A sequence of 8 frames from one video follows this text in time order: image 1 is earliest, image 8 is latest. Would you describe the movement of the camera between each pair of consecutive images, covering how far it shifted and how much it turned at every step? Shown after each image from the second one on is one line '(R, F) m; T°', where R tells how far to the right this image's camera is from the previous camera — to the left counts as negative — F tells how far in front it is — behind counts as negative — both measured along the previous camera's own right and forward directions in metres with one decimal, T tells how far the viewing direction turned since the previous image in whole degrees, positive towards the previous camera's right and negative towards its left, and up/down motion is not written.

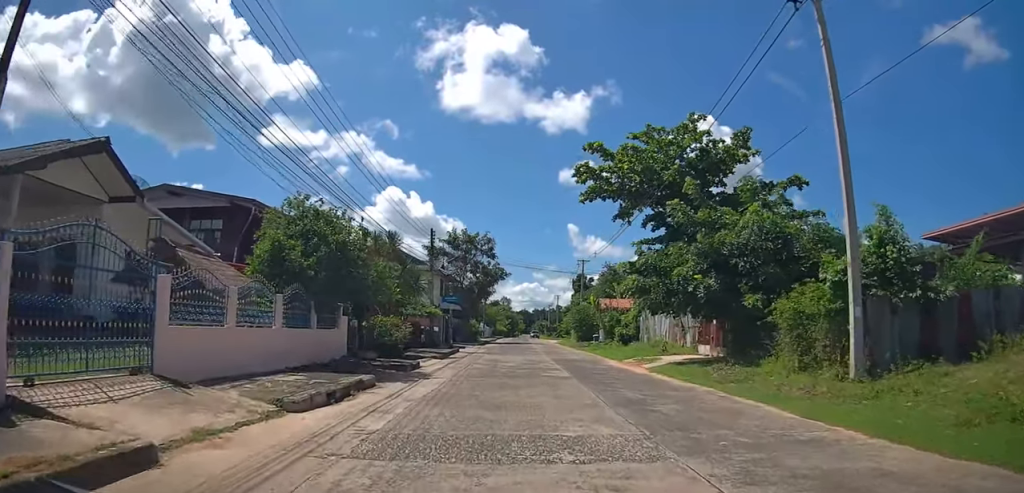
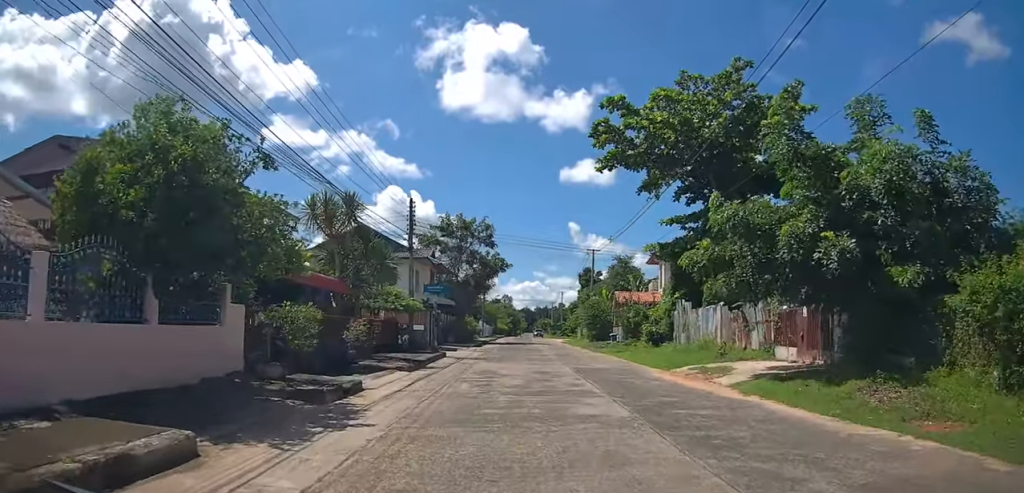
(-0.2, +7.9) m; -1°
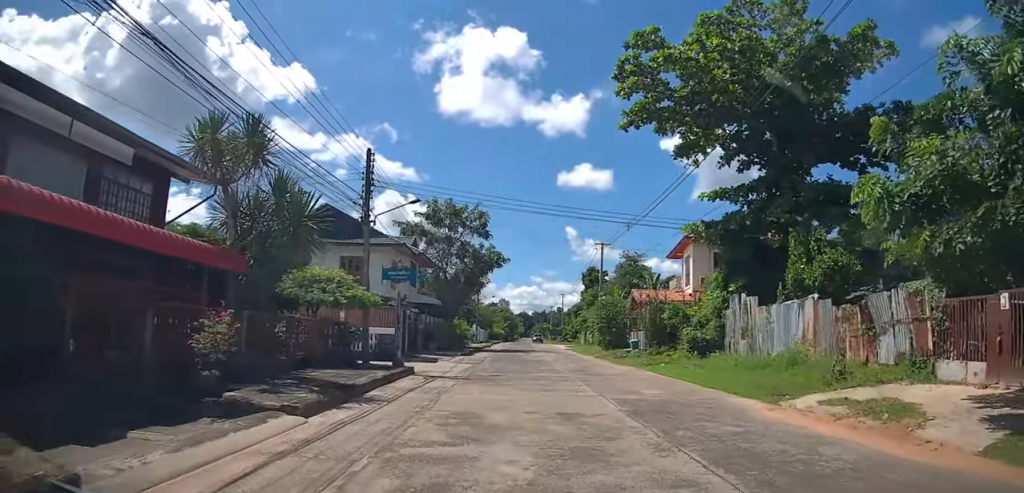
(+0.1, +7.9) m; +1°
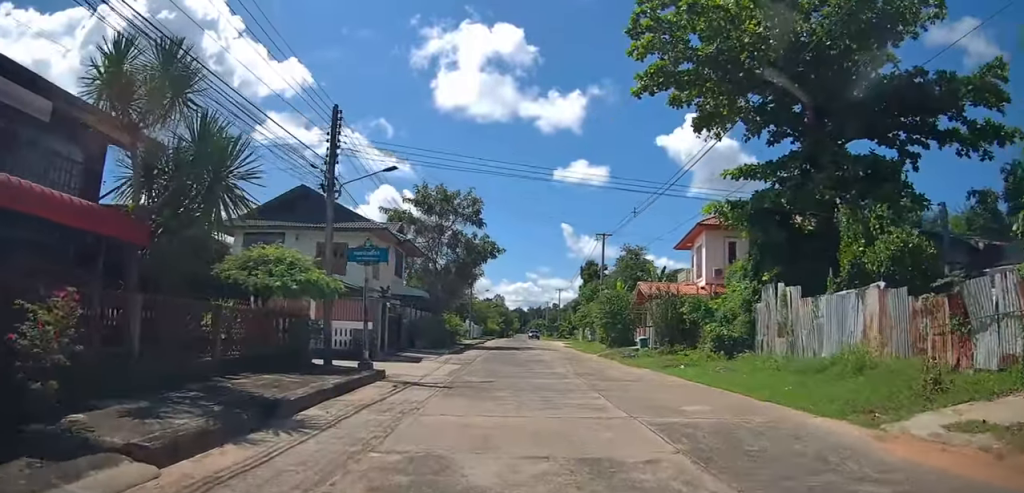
(0.0, +3.3) m; 0°
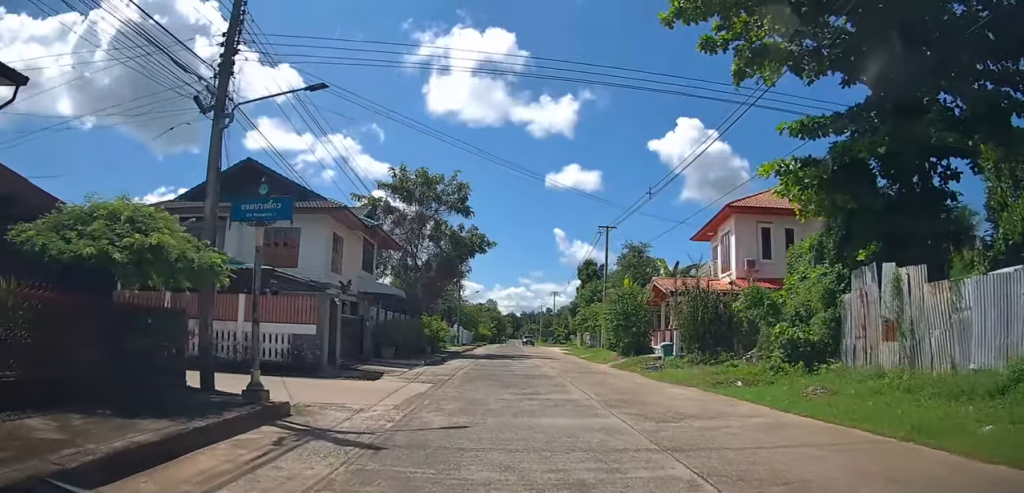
(0.0, +5.8) m; 0°
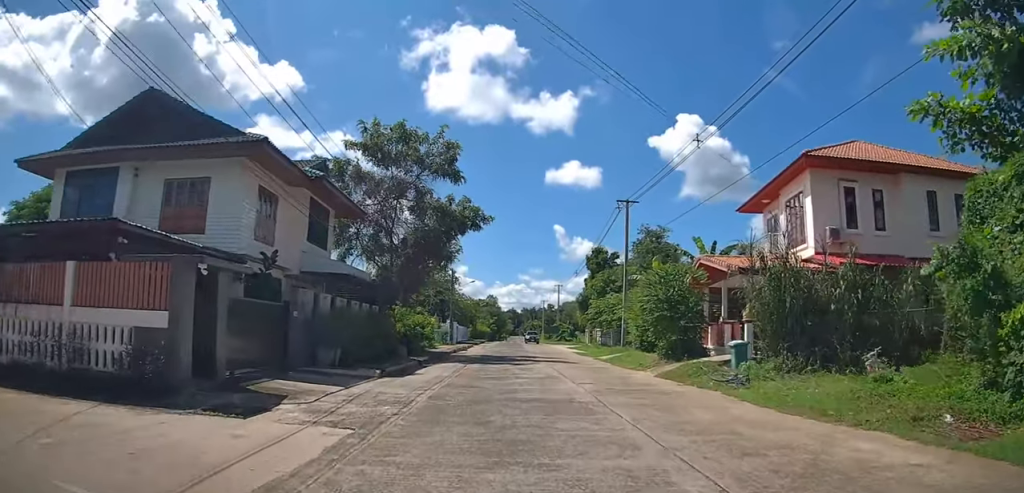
(0.0, +7.8) m; 0°
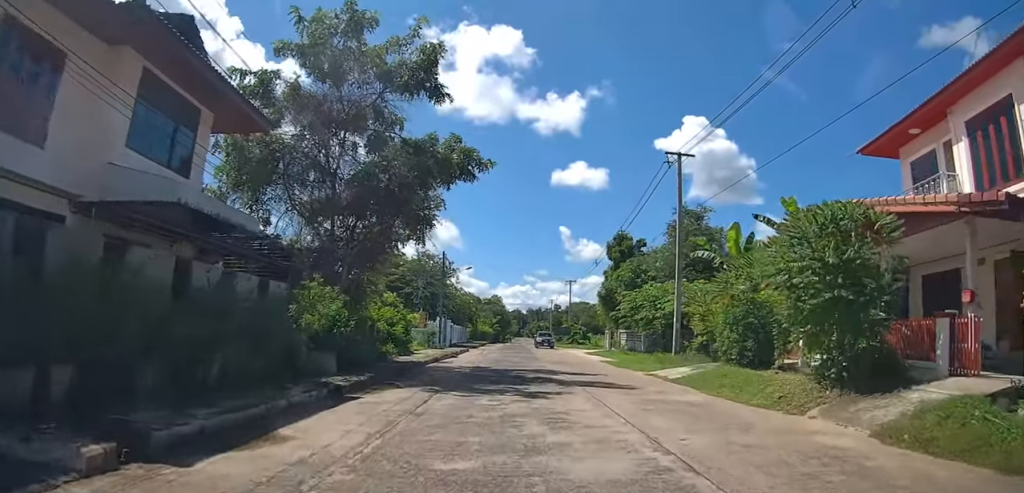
(0.0, +10.3) m; 0°
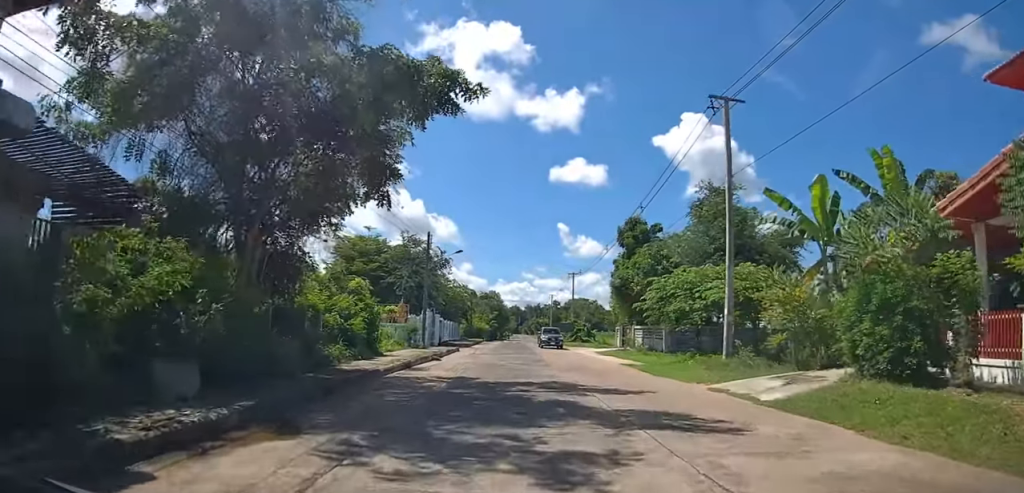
(0.0, +6.2) m; +1°
